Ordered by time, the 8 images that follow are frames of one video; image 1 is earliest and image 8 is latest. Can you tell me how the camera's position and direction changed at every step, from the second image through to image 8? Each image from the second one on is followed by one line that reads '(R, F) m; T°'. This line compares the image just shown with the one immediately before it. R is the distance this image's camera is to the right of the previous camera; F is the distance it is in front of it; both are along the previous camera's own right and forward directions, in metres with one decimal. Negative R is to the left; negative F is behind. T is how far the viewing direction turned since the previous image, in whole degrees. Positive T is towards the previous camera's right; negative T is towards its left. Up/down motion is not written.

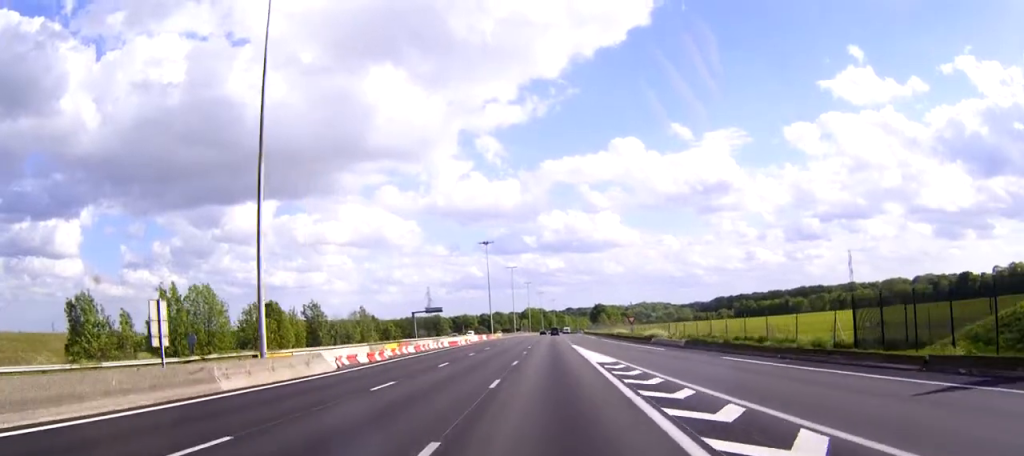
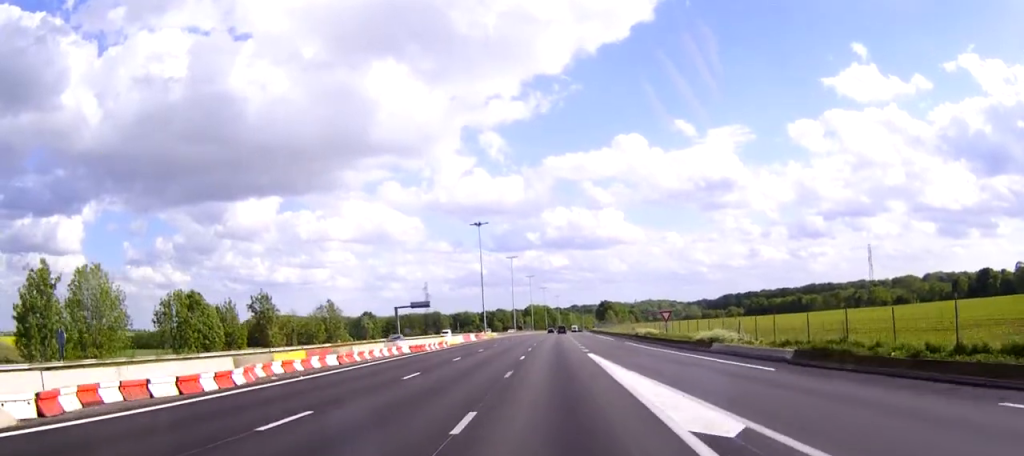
(0.0, +22.0) m; 0°
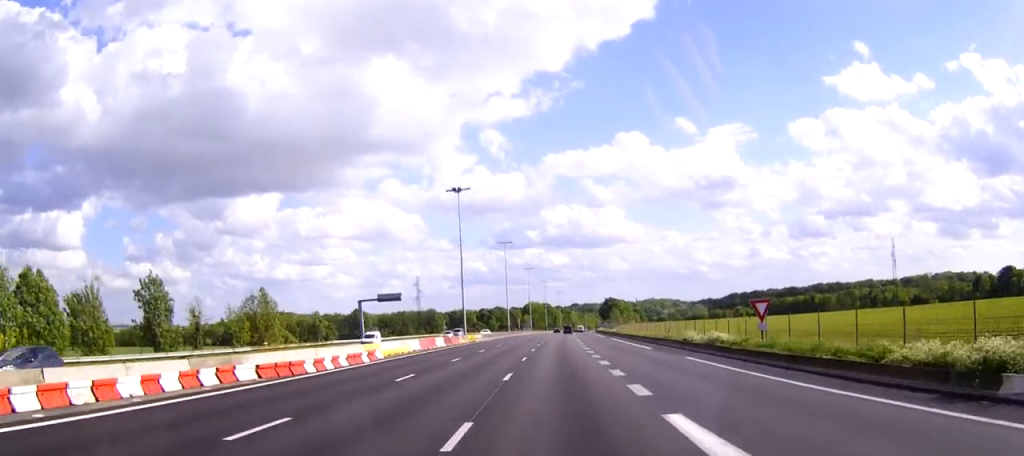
(-0.1, +27.4) m; 0°
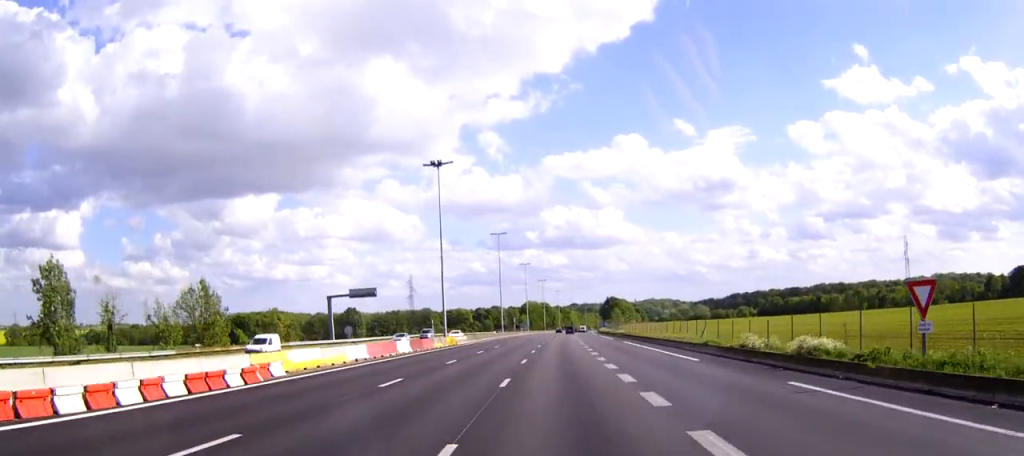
(0.0, +15.5) m; 0°
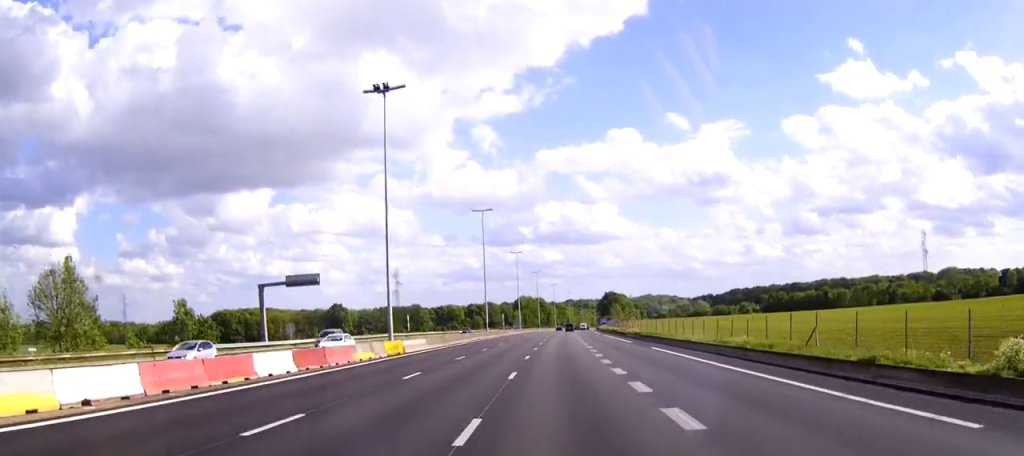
(0.0, +22.8) m; 0°
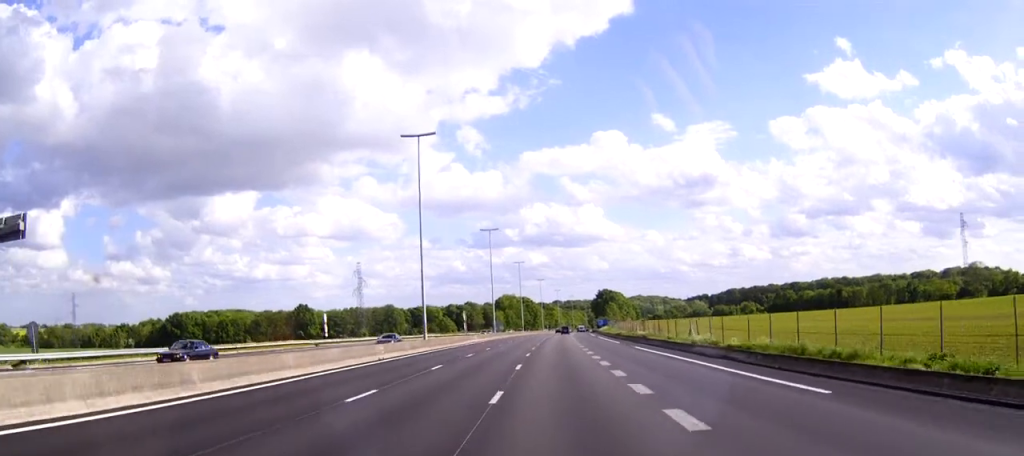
(+0.4, +45.3) m; +1°
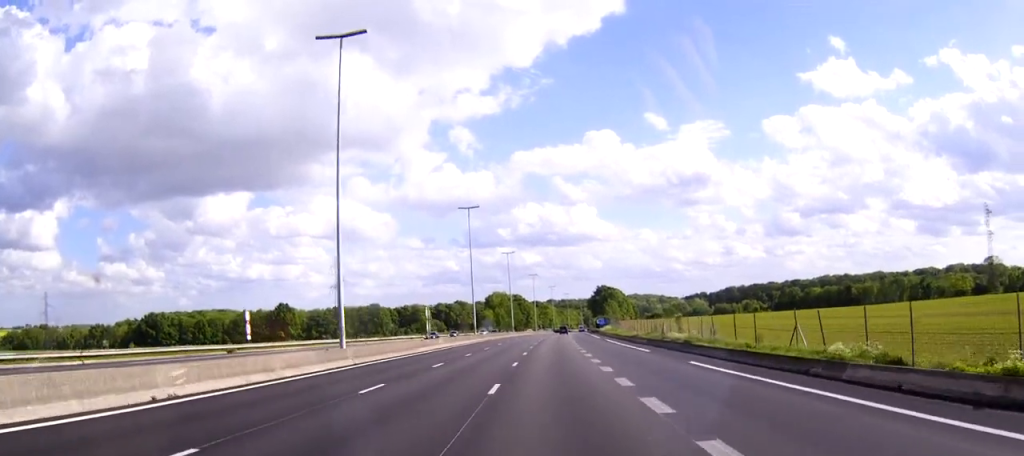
(+0.1, +23.5) m; +1°
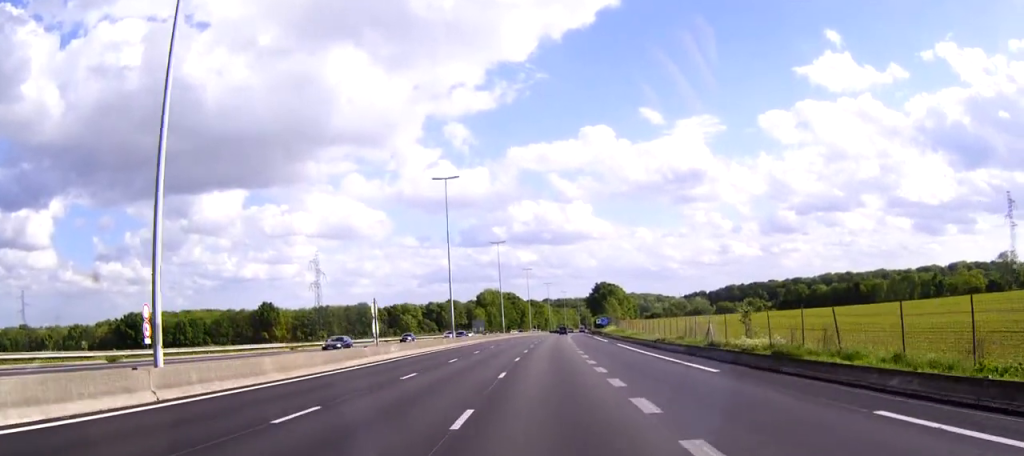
(0.0, +19.0) m; 0°
